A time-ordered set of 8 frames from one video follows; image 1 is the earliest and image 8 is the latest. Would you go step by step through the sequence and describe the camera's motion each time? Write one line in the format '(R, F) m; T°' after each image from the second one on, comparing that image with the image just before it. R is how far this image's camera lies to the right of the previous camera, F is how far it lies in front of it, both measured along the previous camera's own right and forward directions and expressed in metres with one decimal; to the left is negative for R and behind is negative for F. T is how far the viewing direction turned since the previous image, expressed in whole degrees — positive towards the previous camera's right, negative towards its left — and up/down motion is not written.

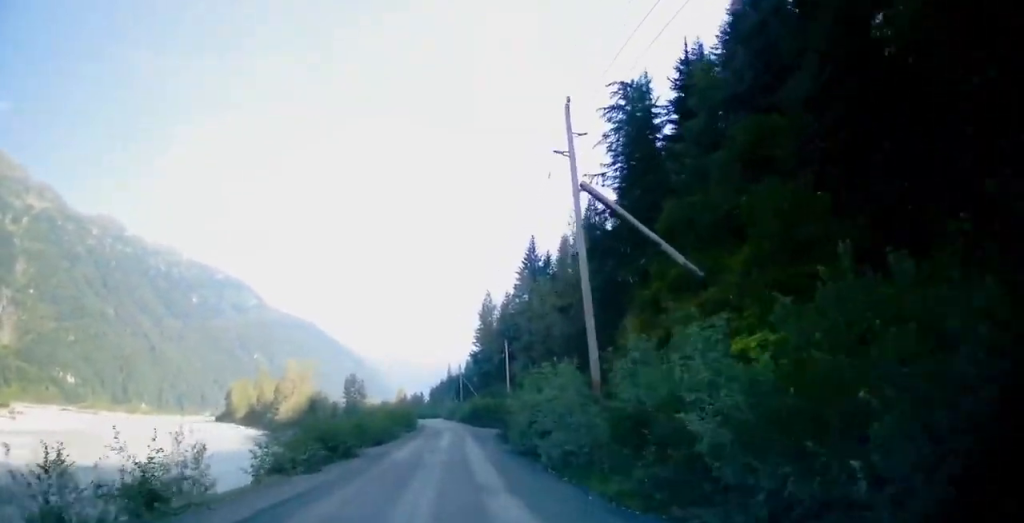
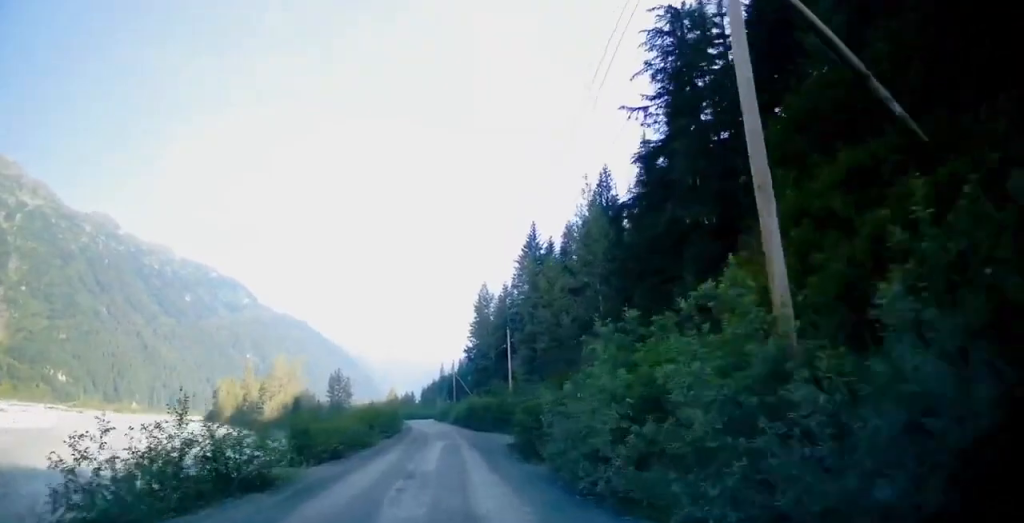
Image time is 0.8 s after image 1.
(-0.4, +12.1) m; -1°
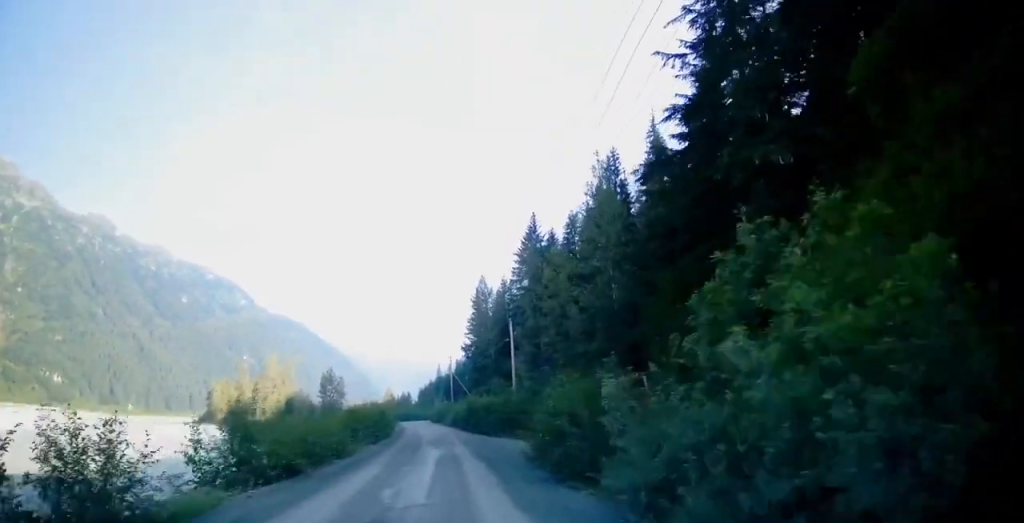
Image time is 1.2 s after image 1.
(+0.1, +6.7) m; +1°
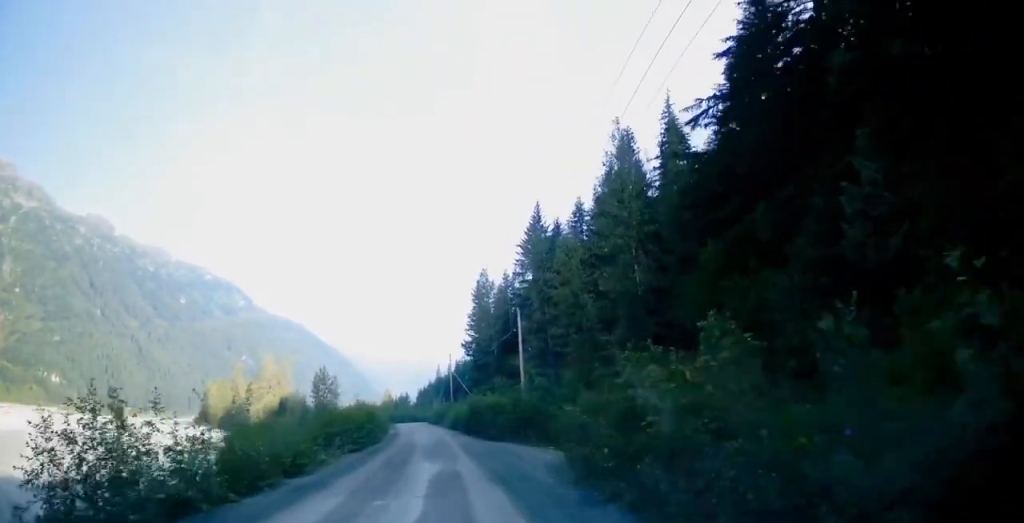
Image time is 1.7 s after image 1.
(0.0, +7.8) m; +1°
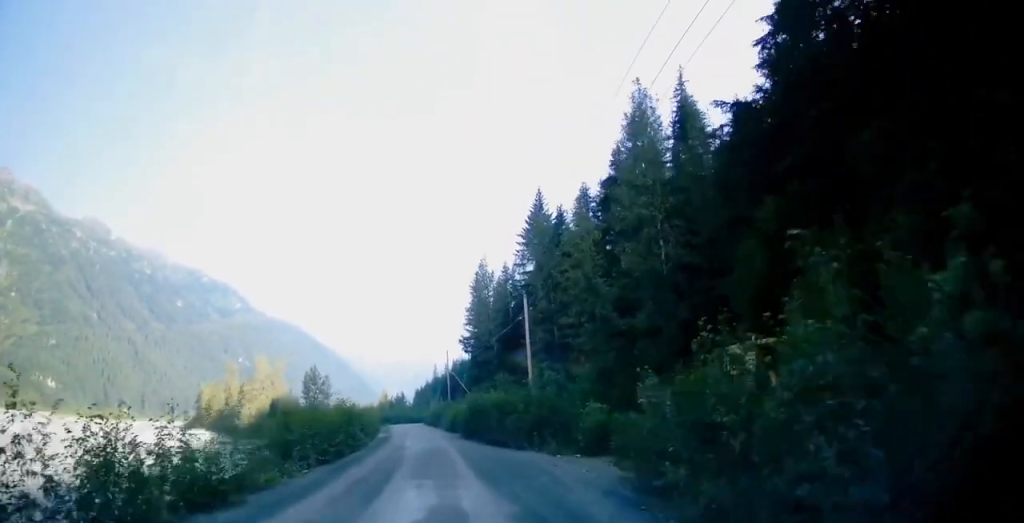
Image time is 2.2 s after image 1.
(+0.1, +7.0) m; 0°
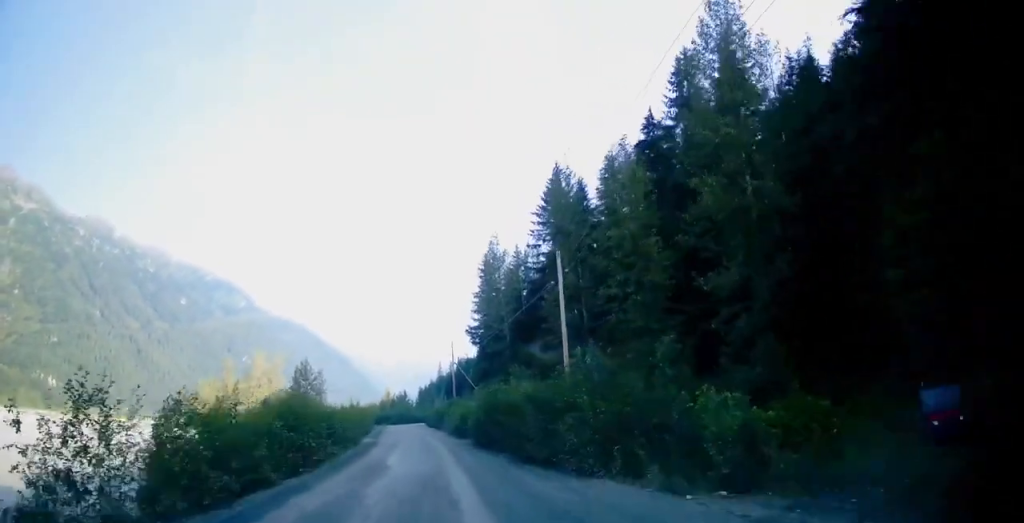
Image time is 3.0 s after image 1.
(+0.1, +12.9) m; -1°
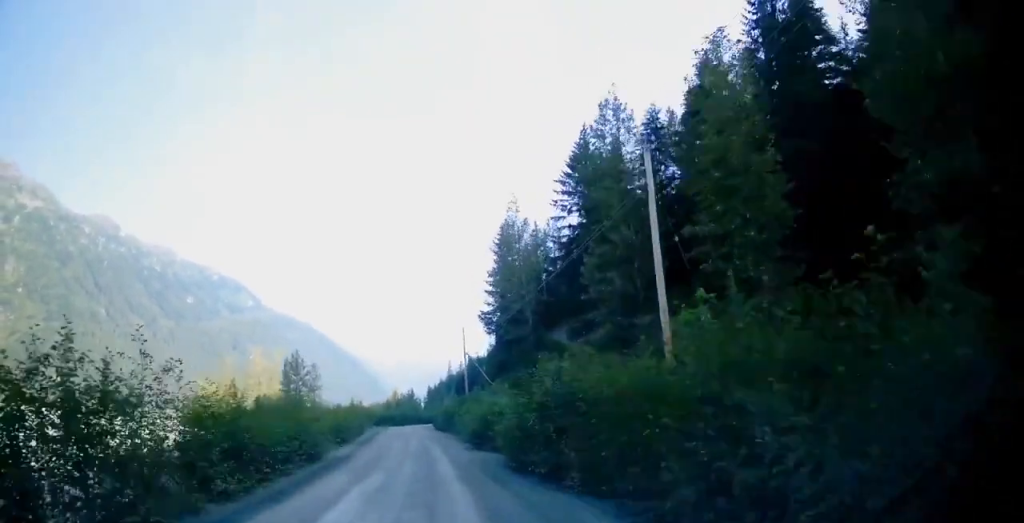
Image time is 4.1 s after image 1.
(-0.3, +15.0) m; -2°
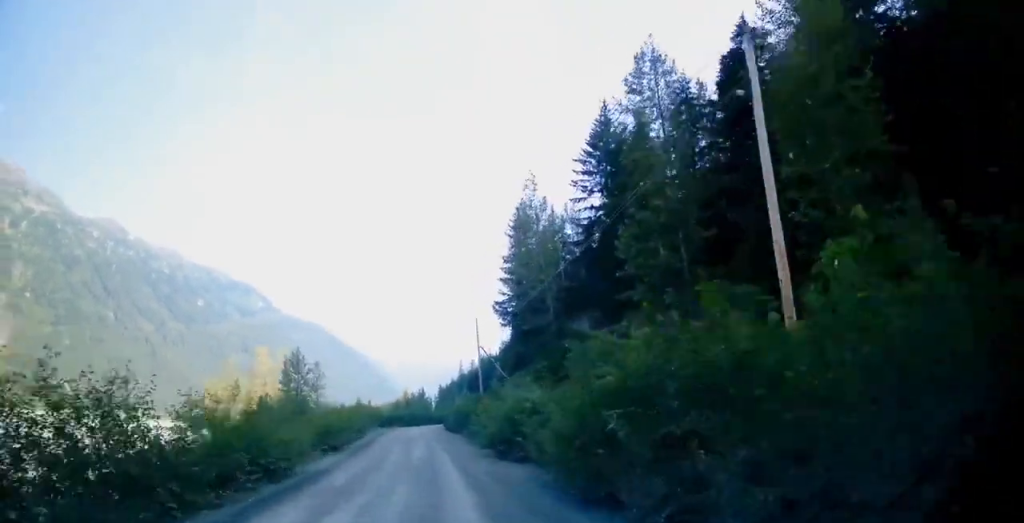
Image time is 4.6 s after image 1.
(-0.1, +7.2) m; -1°
